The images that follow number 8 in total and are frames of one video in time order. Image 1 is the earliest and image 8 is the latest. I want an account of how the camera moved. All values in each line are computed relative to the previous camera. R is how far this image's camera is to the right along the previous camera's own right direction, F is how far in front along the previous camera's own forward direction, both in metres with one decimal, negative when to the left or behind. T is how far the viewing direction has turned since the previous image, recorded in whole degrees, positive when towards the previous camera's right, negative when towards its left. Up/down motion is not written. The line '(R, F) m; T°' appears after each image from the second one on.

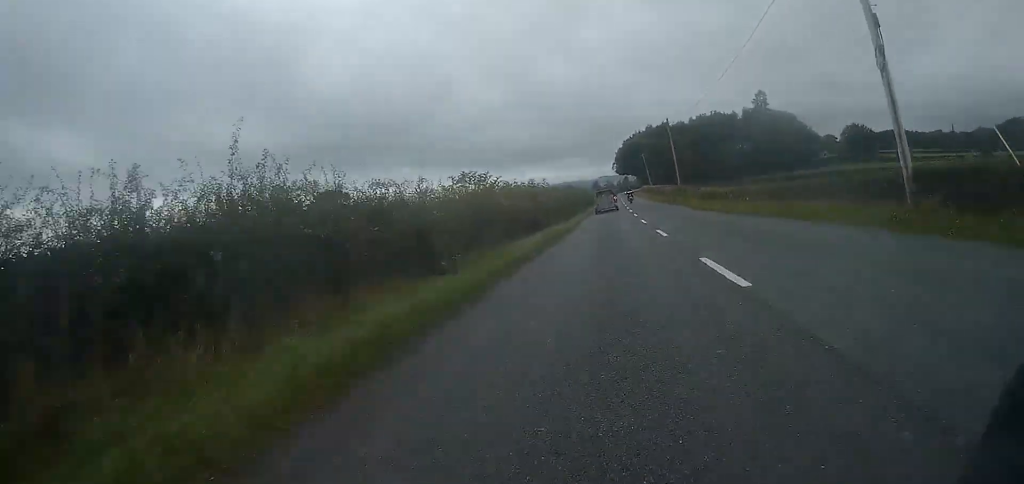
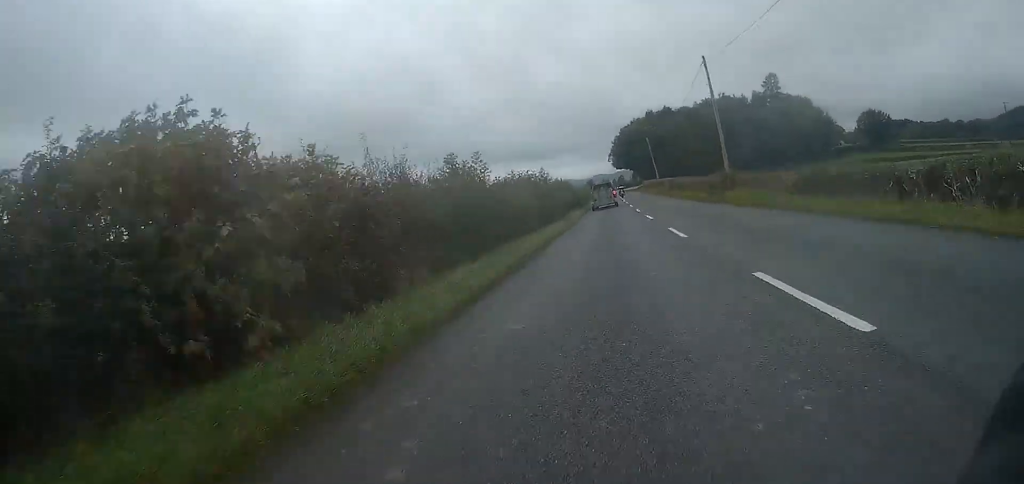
(+0.1, +21.2) m; 0°
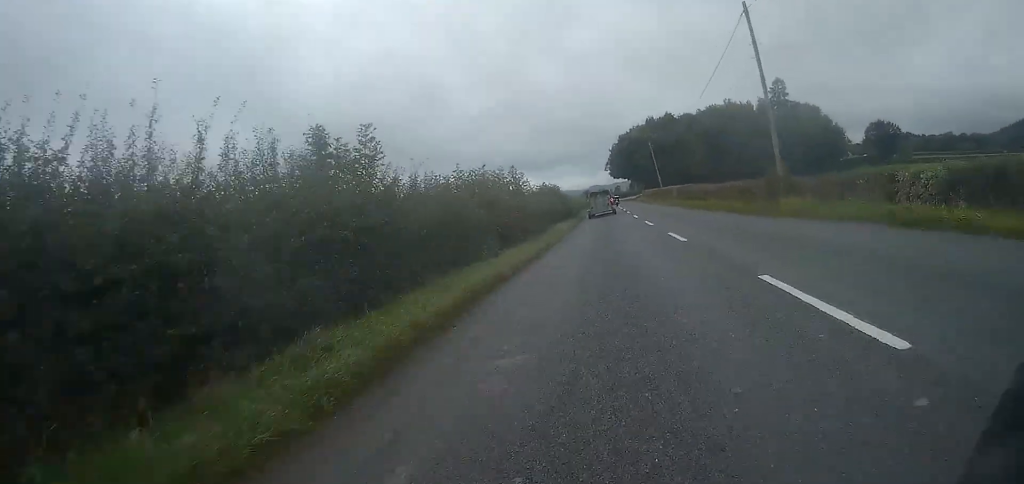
(0.0, +9.2) m; 0°
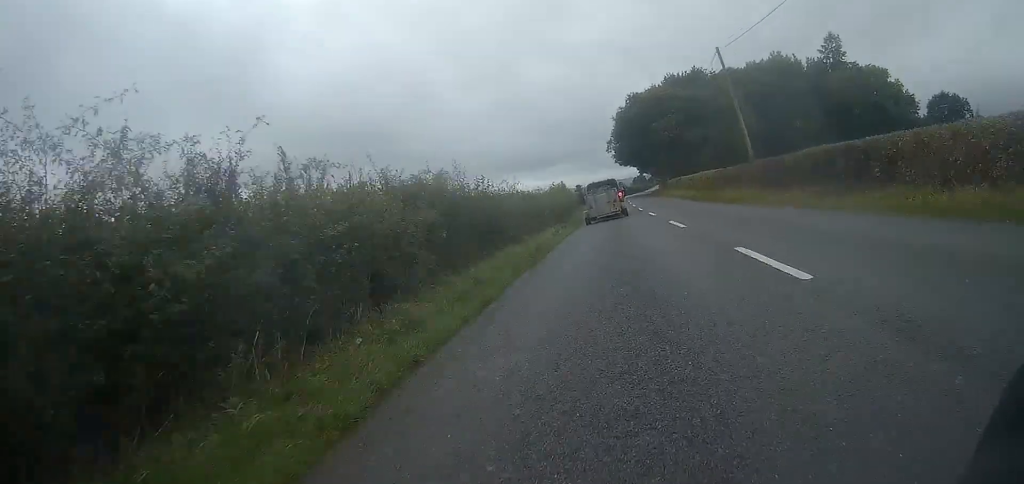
(+0.1, +43.0) m; +1°
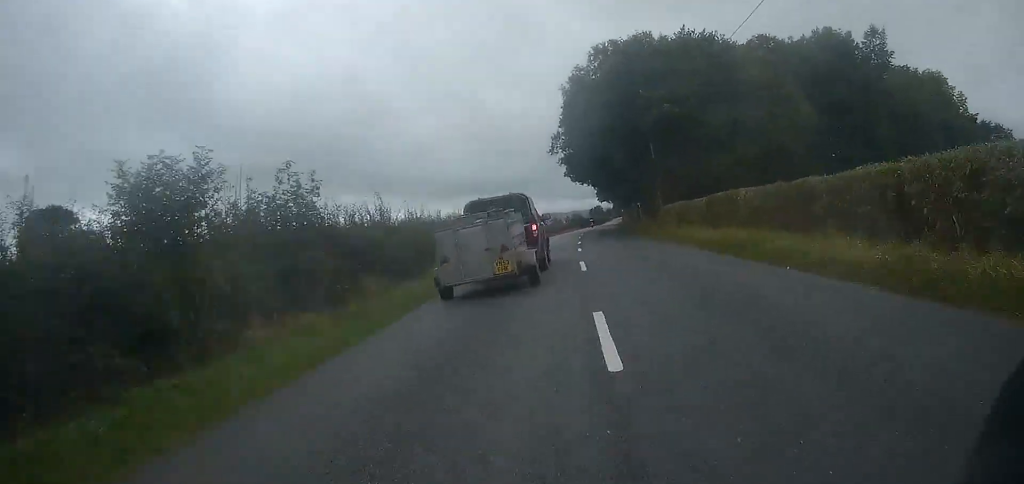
(+0.8, +36.7) m; +3°
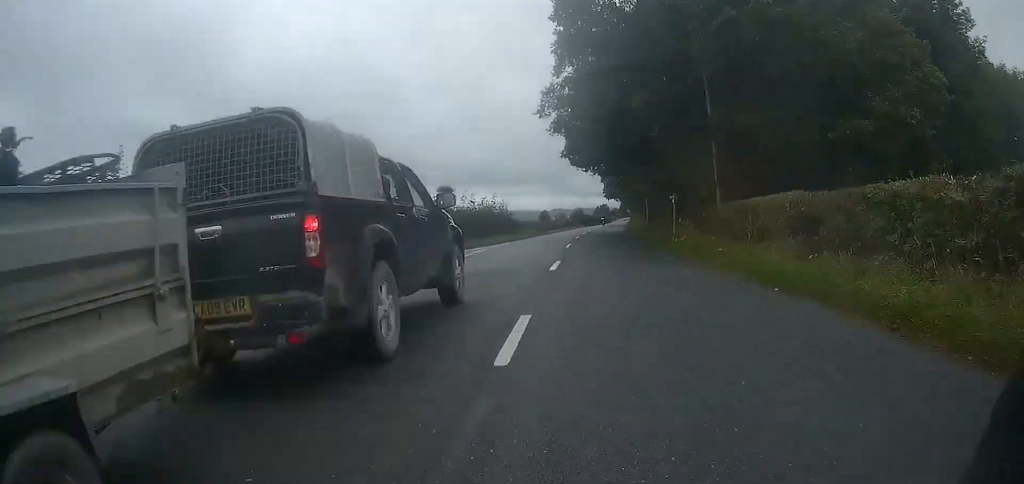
(+0.1, +16.7) m; 0°
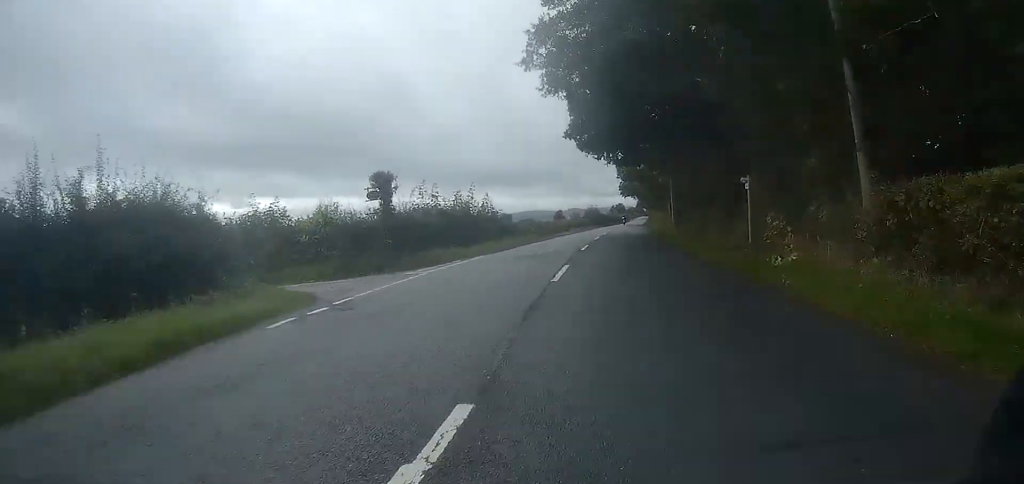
(0.0, +10.7) m; 0°
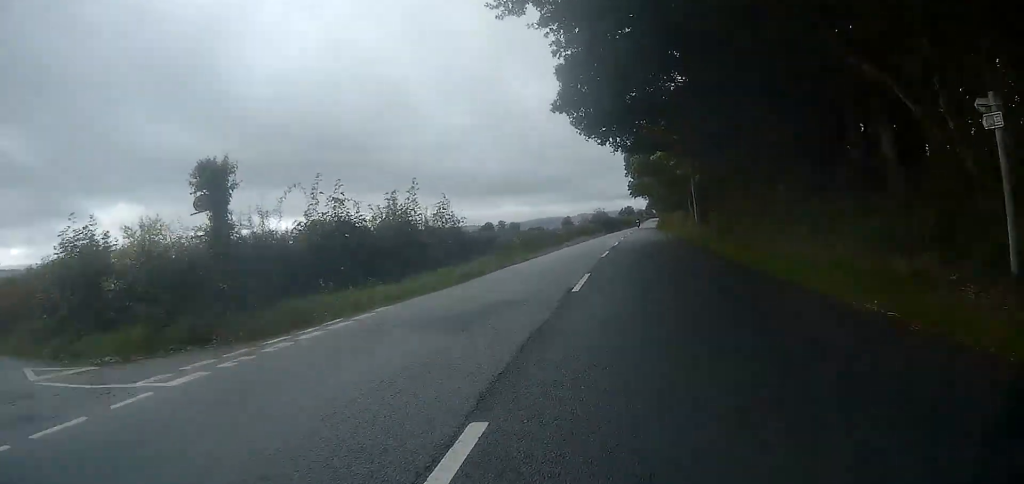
(0.0, +9.7) m; 0°
